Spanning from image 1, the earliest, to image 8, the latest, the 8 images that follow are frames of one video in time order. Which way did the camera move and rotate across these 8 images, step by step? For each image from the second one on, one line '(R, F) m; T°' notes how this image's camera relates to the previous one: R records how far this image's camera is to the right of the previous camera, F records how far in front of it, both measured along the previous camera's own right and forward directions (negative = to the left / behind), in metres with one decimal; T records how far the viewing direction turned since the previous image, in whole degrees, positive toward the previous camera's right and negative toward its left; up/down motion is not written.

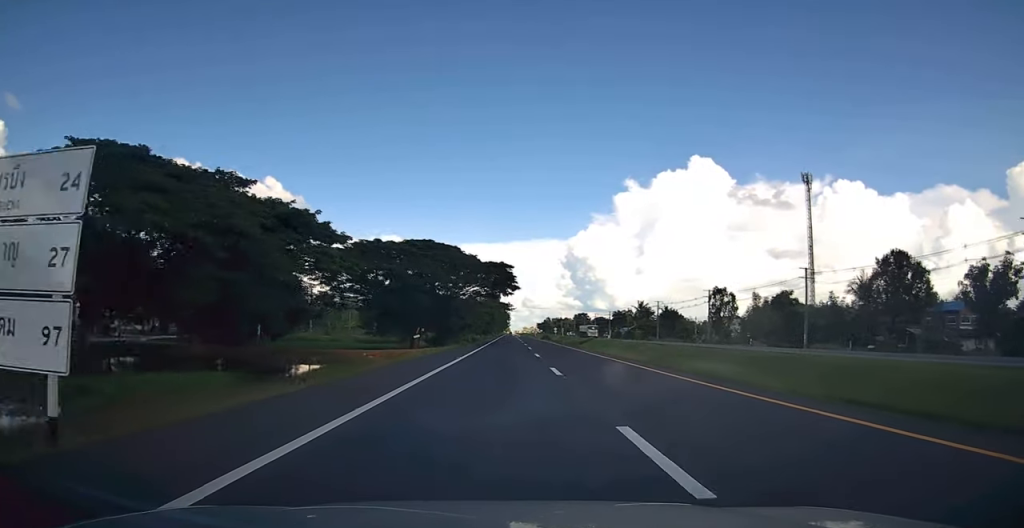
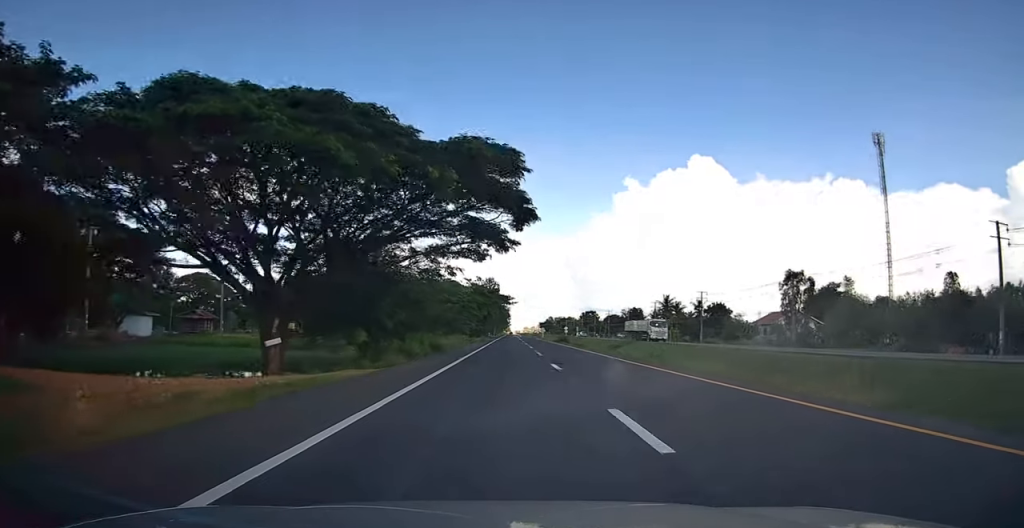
(0.0, +34.7) m; 0°
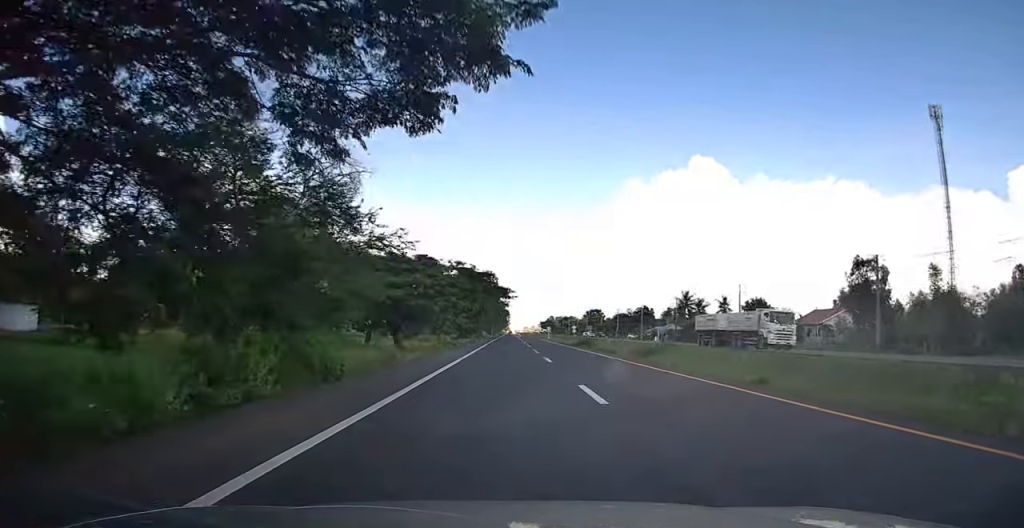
(+0.1, +20.3) m; 0°
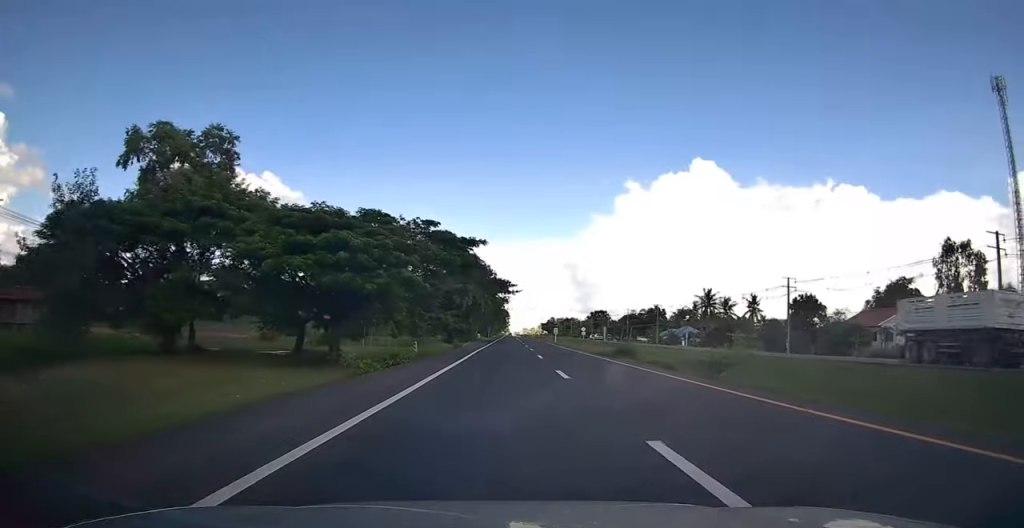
(-0.1, +18.2) m; 0°
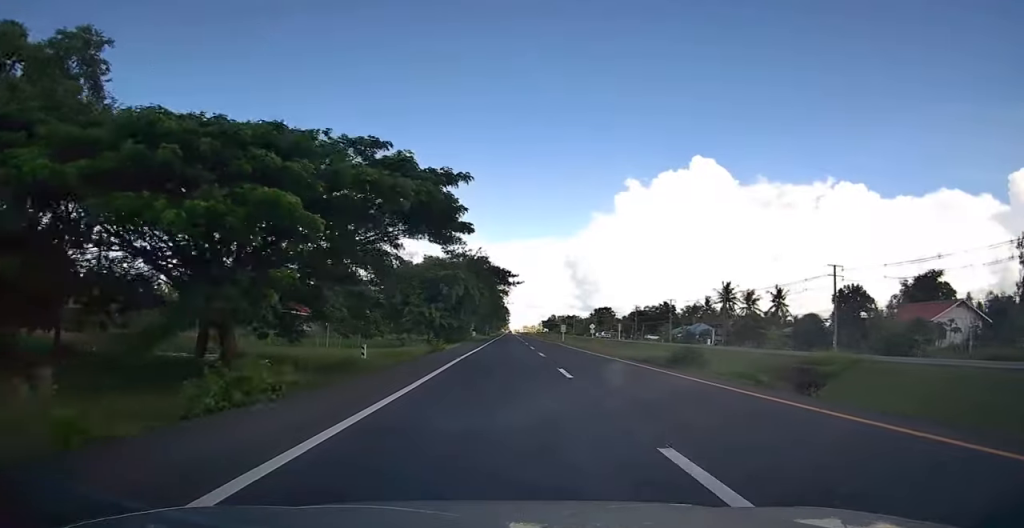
(0.0, +12.6) m; 0°
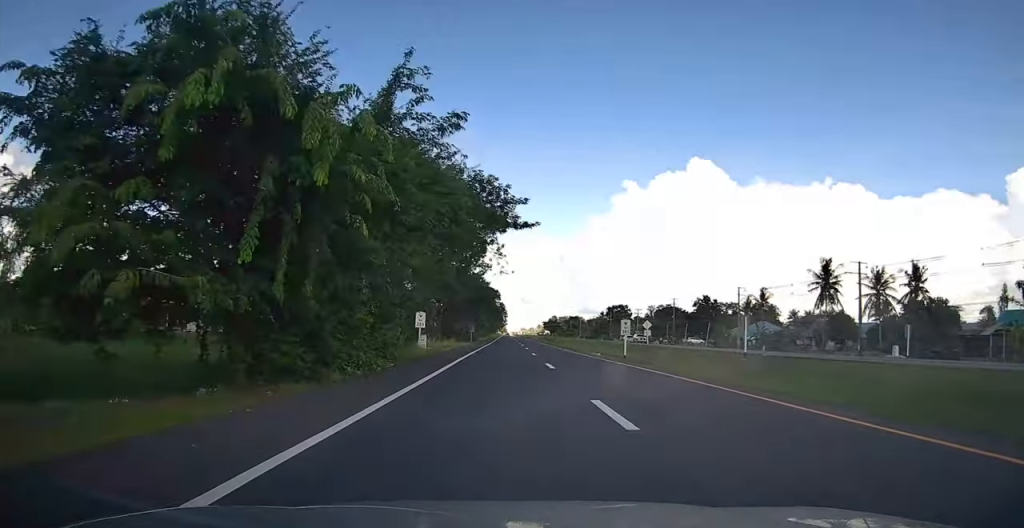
(+0.3, +44.3) m; 0°
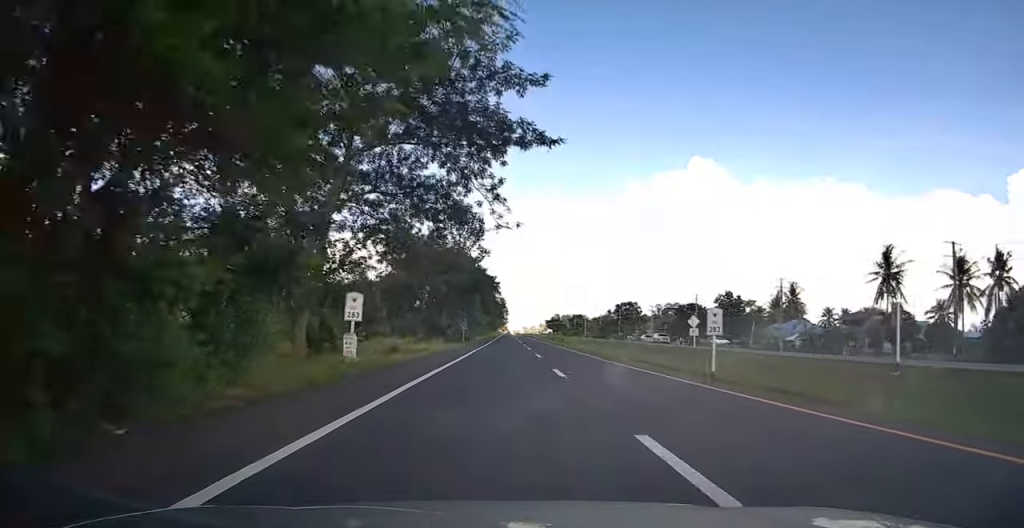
(0.0, +15.6) m; 0°
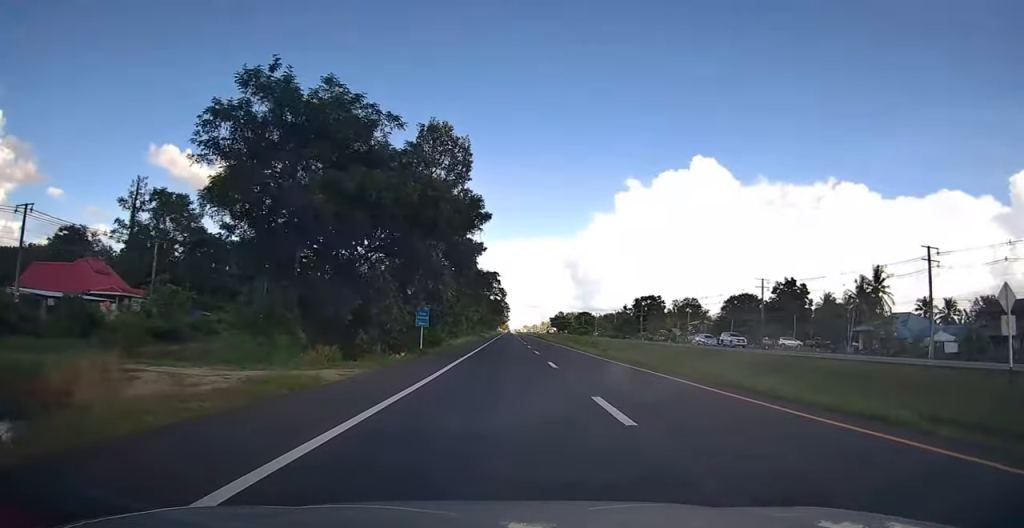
(-0.1, +32.2) m; 0°
